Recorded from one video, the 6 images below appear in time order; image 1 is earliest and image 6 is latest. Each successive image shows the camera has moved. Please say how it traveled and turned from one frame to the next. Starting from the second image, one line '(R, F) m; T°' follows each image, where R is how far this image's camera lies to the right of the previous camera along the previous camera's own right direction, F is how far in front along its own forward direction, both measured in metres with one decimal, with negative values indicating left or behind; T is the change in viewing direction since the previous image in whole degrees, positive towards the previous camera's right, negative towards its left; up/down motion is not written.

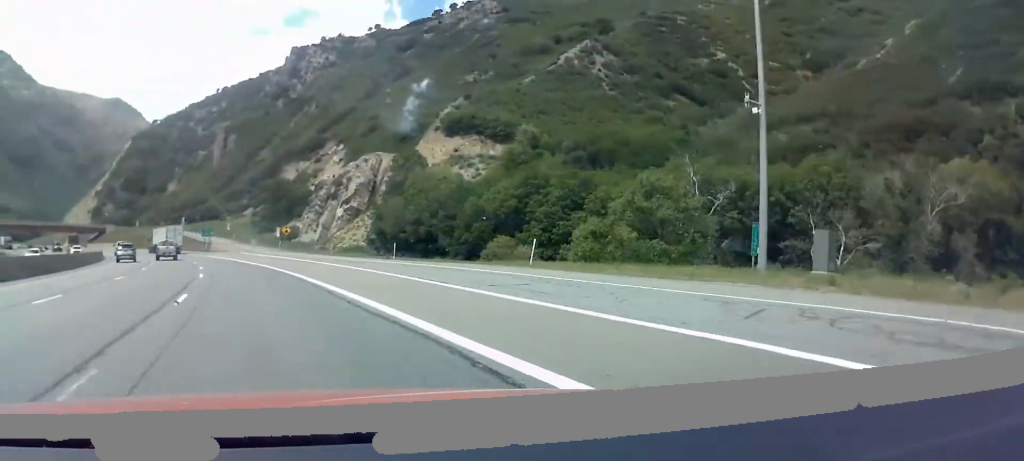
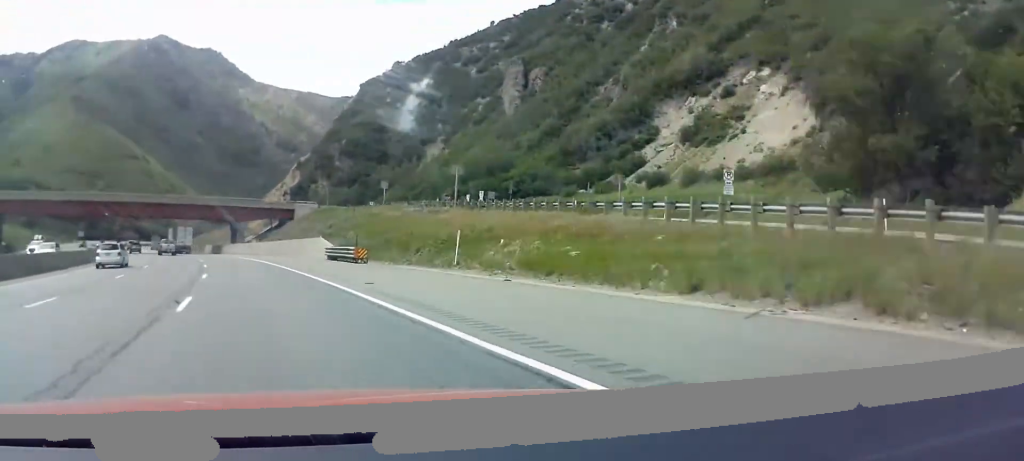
(-25.9, +131.0) m; -18°
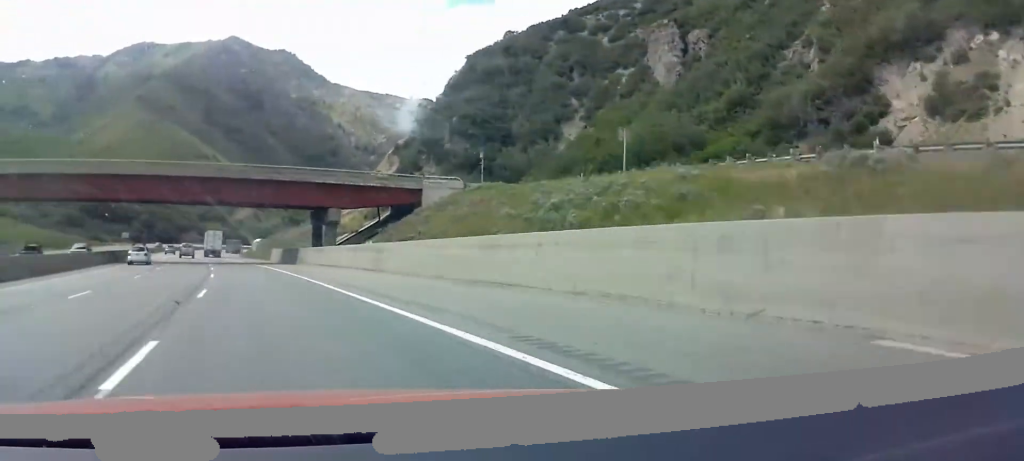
(-1.9, +44.7) m; -3°
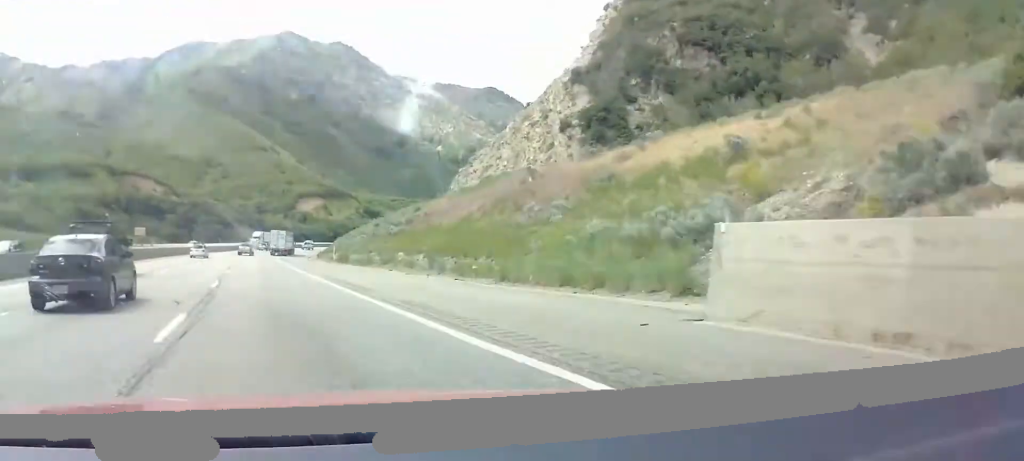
(+0.2, +70.1) m; -1°
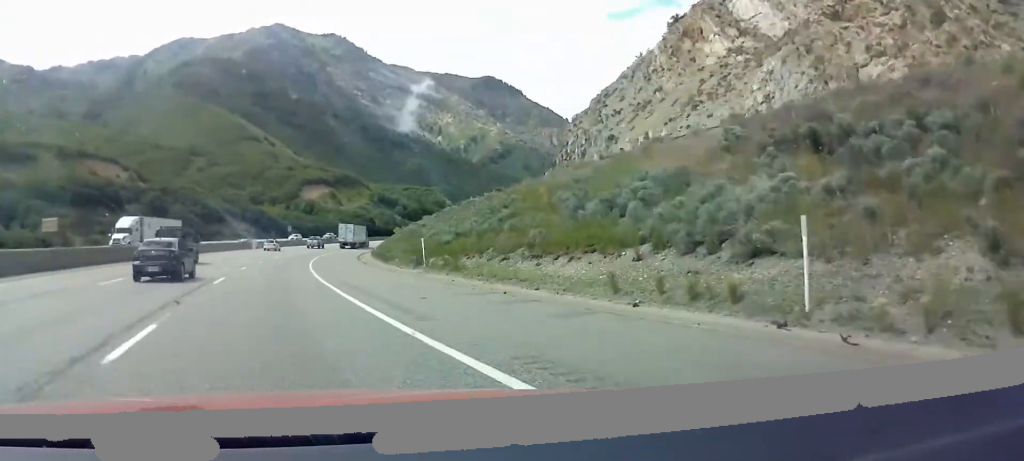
(-1.2, +61.2) m; +3°
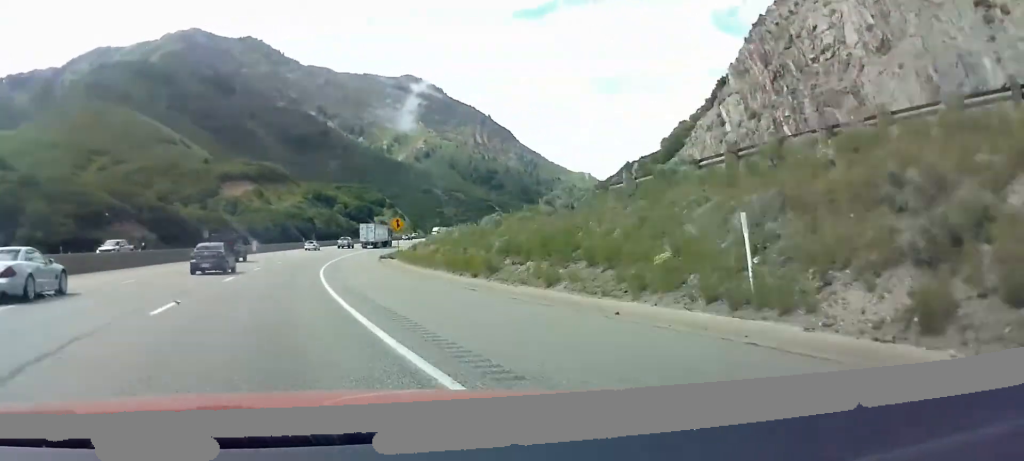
(-0.3, +57.9) m; +5°
